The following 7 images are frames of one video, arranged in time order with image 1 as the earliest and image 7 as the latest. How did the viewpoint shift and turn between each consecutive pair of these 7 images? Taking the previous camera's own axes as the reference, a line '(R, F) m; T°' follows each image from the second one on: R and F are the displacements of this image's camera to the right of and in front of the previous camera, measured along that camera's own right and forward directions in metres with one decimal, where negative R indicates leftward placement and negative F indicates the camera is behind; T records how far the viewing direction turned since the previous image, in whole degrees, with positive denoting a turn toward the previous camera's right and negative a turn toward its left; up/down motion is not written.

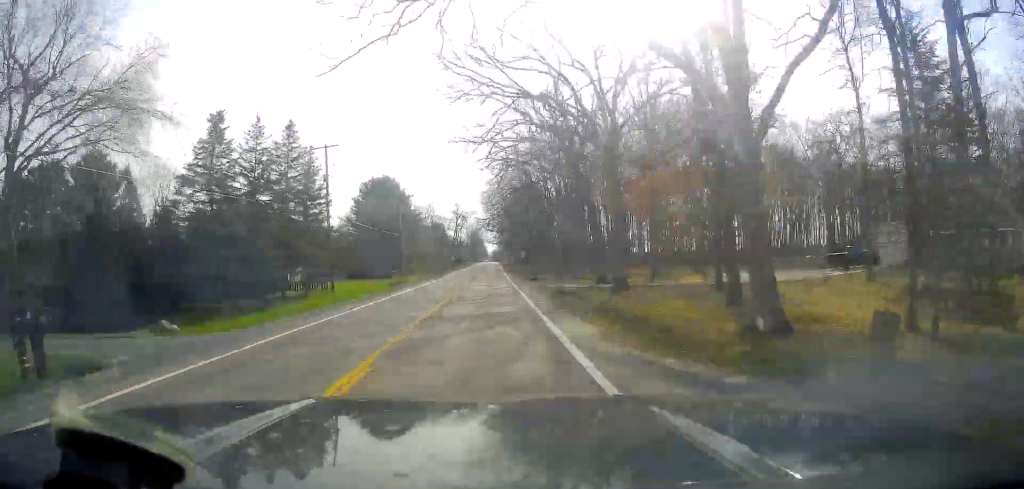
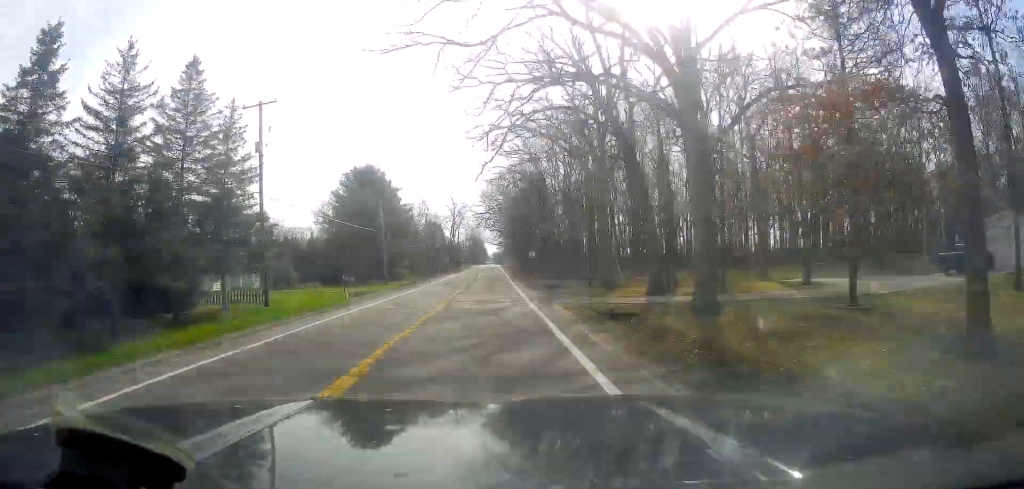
(+0.3, +15.6) m; 0°
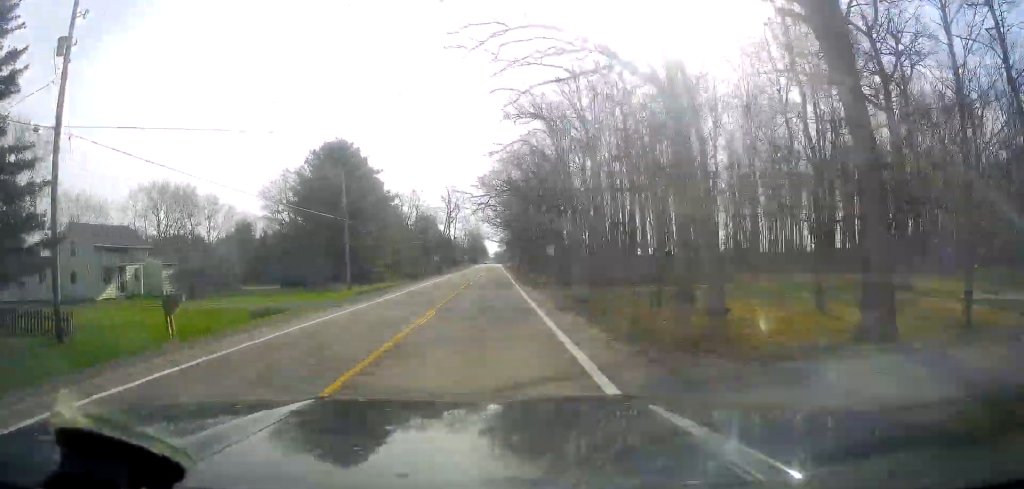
(0.0, +19.7) m; 0°
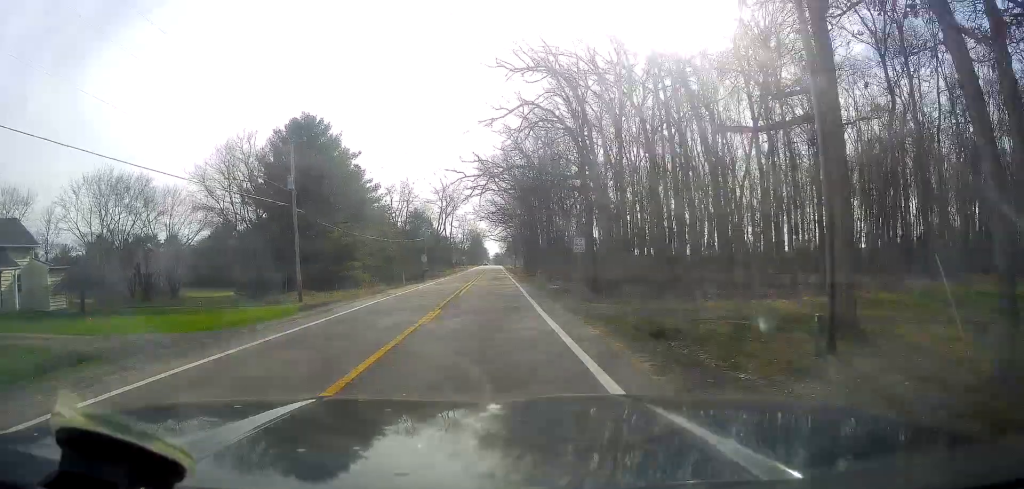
(-0.3, +14.7) m; 0°
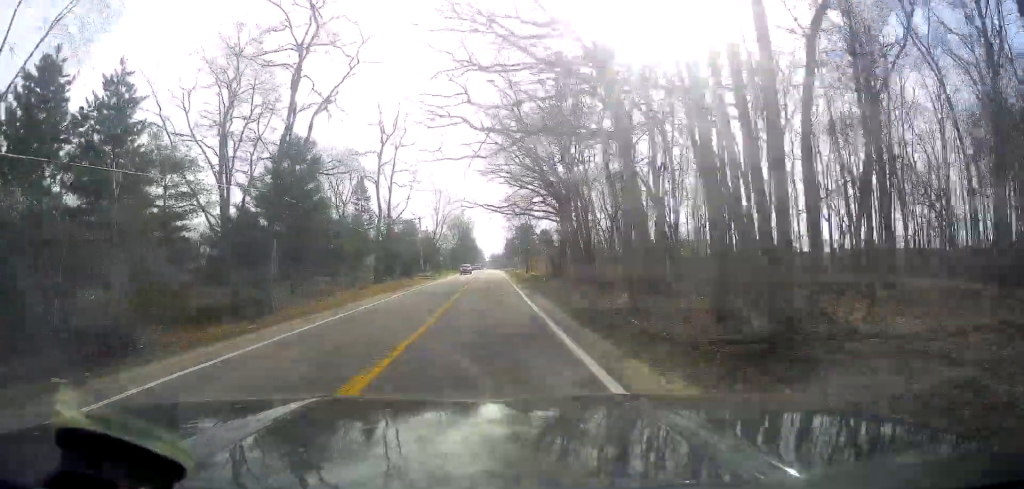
(+0.7, +79.0) m; +1°
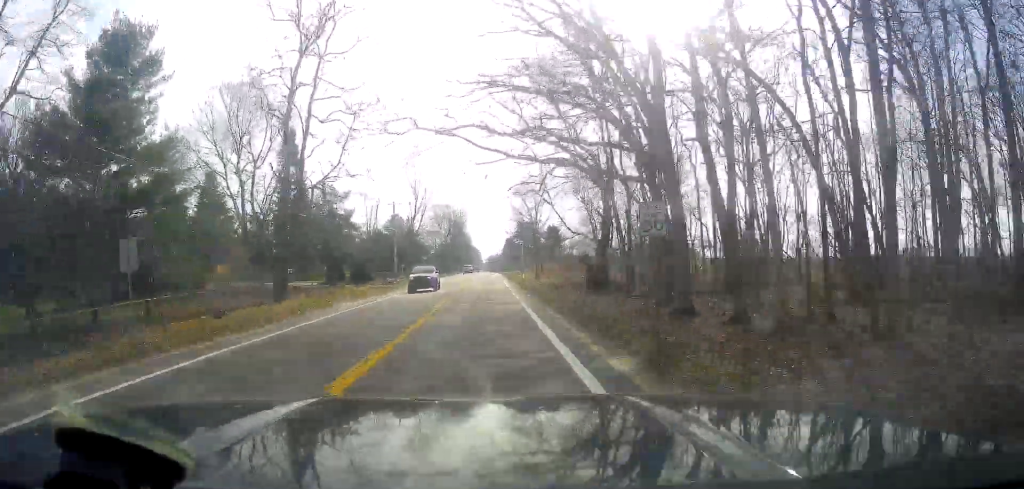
(-0.3, +28.6) m; -2°
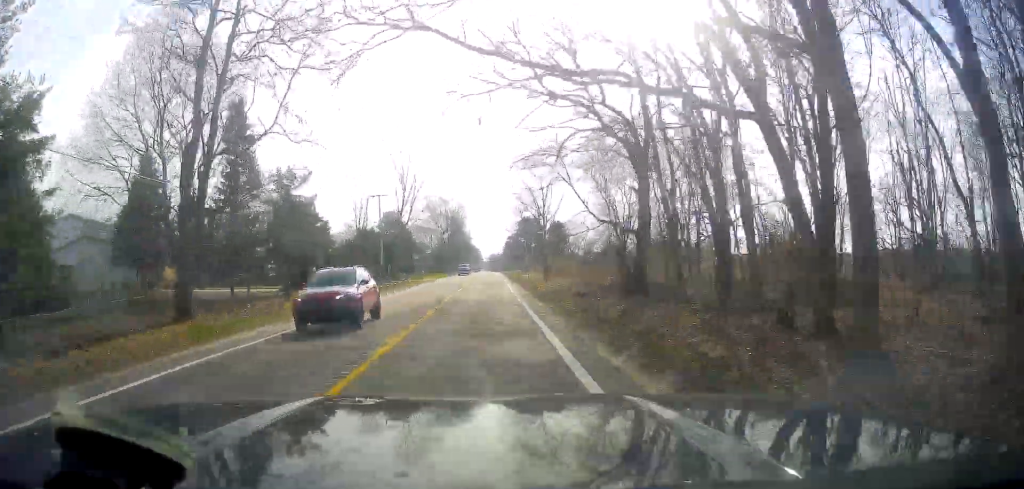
(-0.2, +11.4) m; -1°
